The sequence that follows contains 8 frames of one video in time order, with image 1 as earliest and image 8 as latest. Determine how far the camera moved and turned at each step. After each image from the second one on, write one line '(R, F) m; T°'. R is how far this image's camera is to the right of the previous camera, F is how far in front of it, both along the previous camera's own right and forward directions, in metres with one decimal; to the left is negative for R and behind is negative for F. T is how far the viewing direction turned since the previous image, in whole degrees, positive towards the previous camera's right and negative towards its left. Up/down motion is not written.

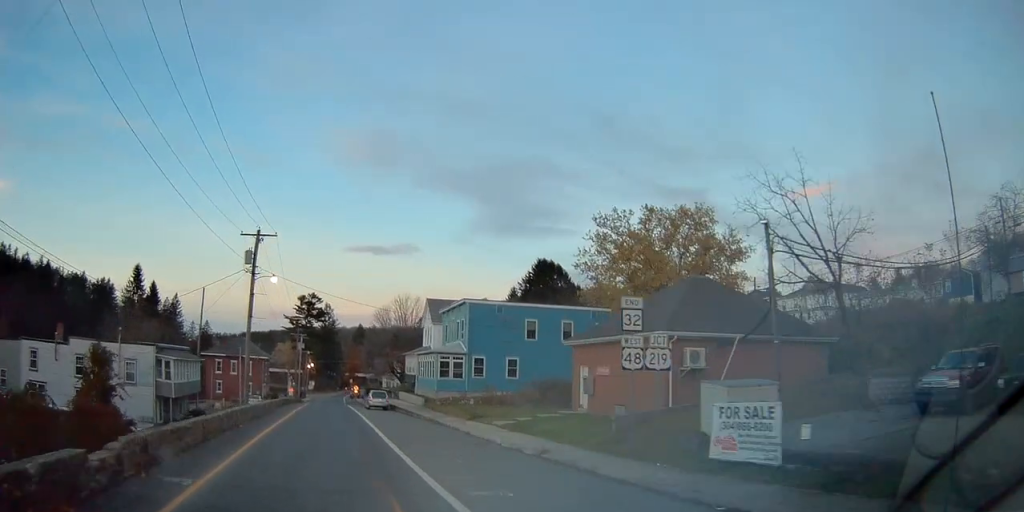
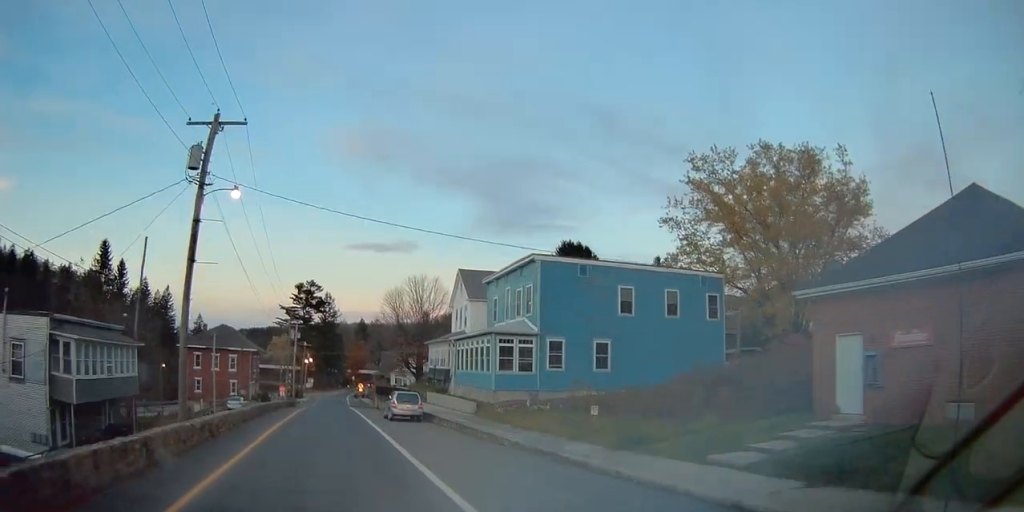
(-0.1, +16.0) m; 0°
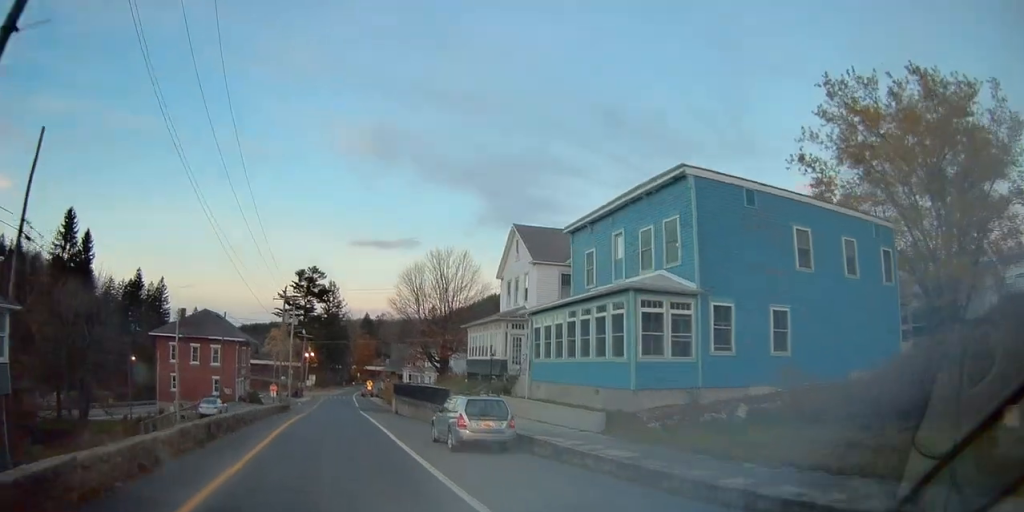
(0.0, +14.2) m; 0°
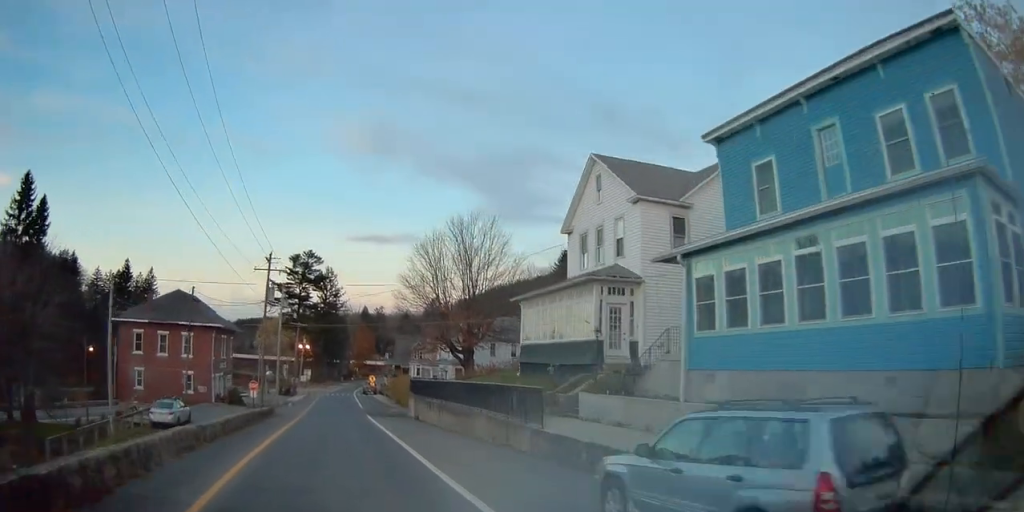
(+0.1, +12.3) m; +1°
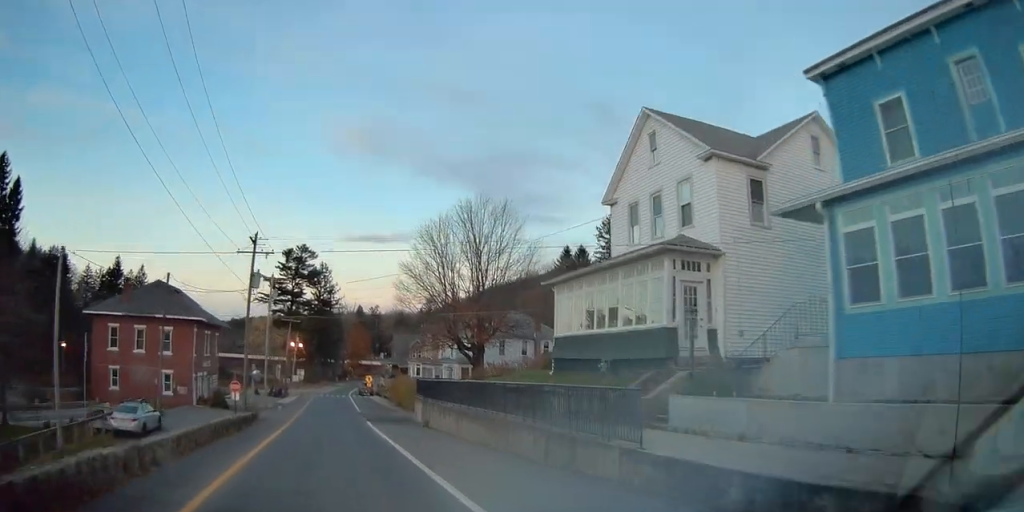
(0.0, +5.5) m; 0°
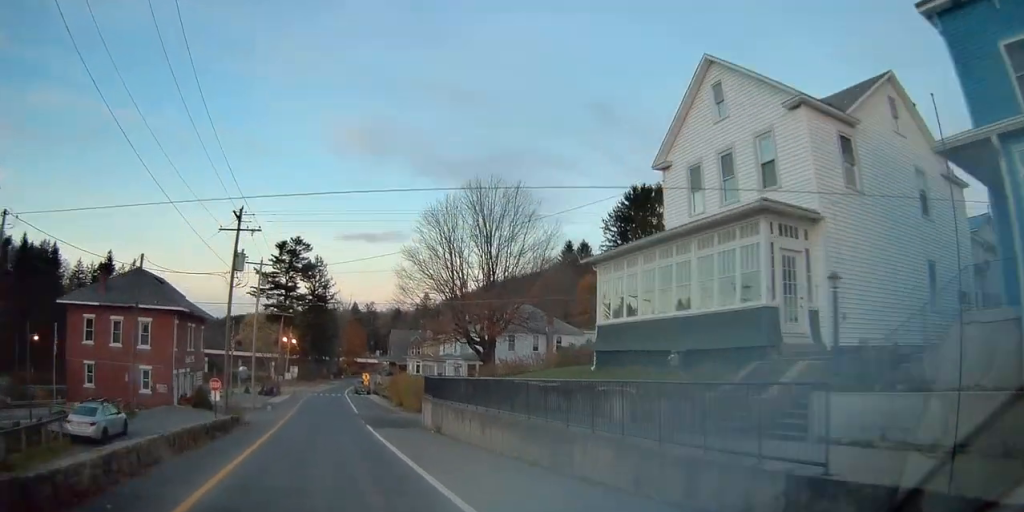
(0.0, +4.7) m; 0°
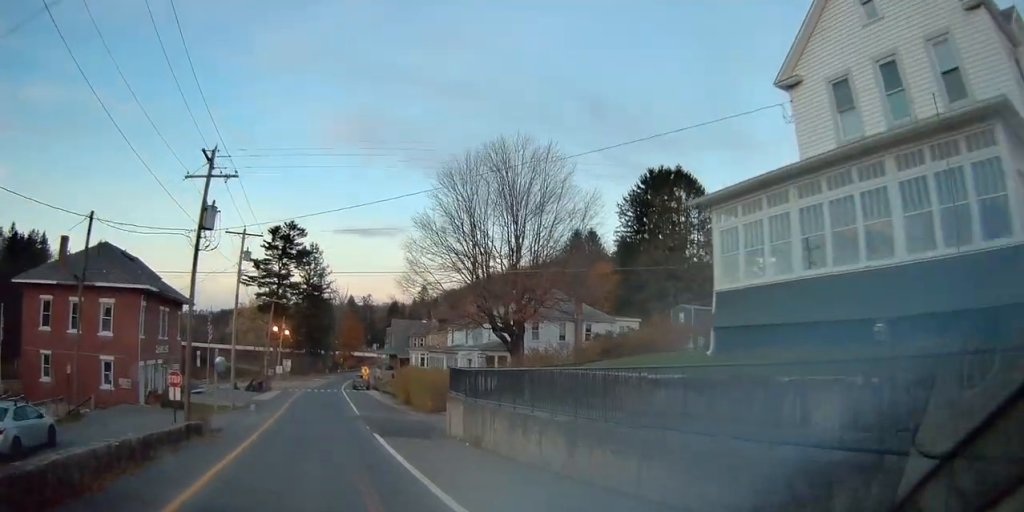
(0.0, +7.2) m; +1°
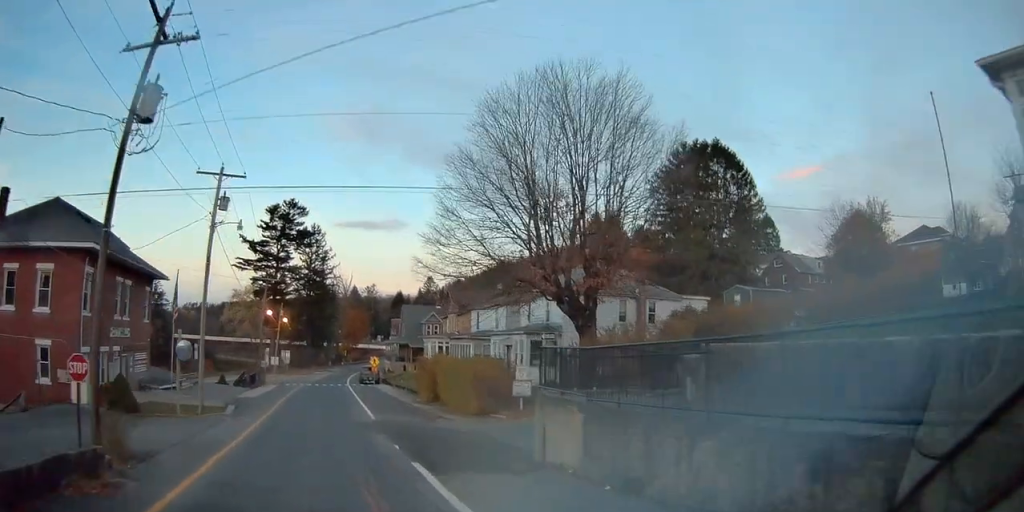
(+0.1, +9.4) m; 0°
